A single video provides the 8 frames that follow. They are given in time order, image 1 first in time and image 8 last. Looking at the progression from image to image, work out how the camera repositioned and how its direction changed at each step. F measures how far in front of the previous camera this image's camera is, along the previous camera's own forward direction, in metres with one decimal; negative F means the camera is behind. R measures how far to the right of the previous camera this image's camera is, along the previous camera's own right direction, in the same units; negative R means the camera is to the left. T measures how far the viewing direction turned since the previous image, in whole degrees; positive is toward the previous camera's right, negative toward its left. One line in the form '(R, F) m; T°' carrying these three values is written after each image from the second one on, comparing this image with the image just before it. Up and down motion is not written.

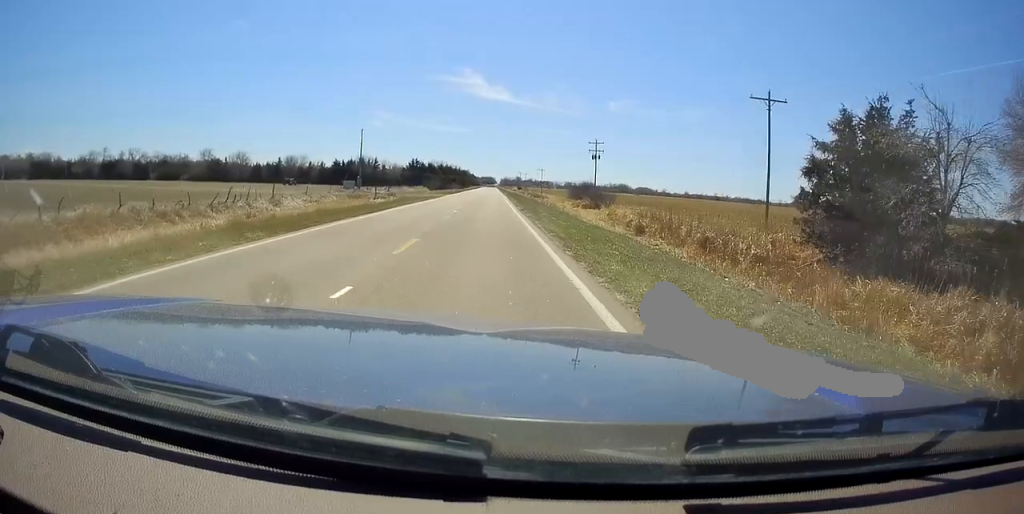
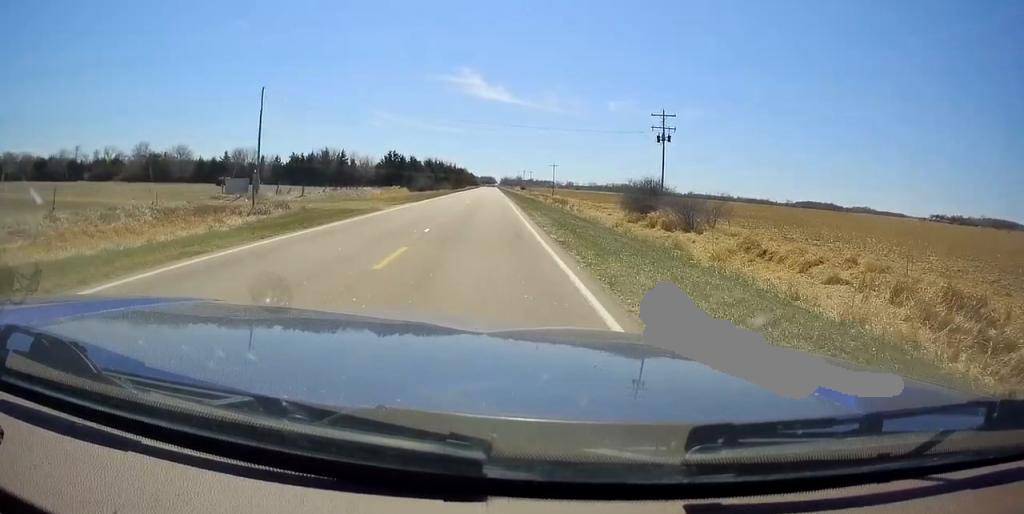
(-0.3, +37.5) m; -1°
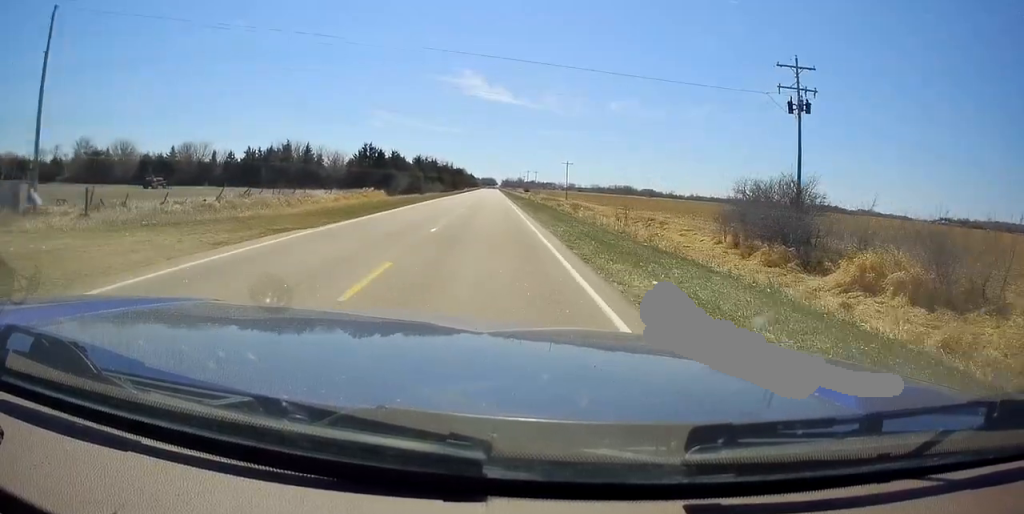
(-0.1, +26.2) m; 0°
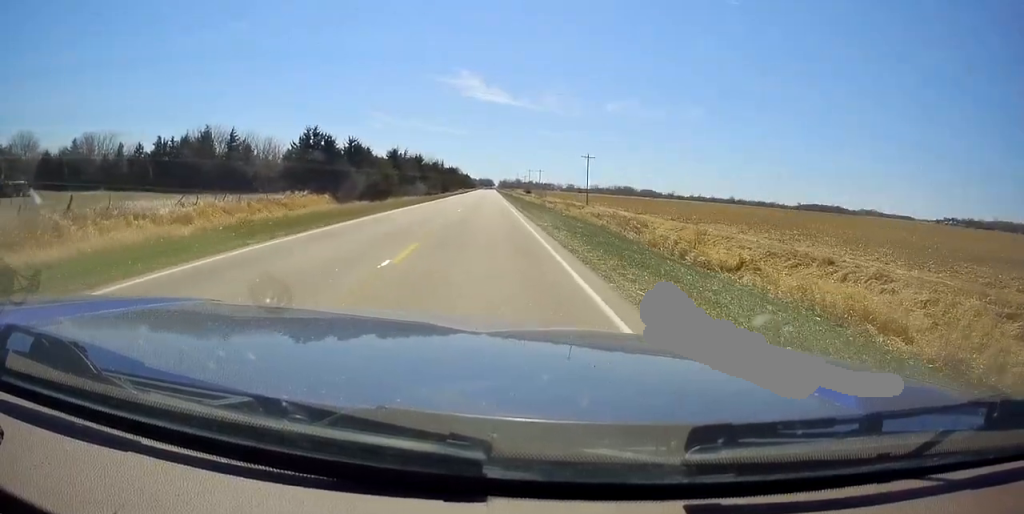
(-0.4, +31.3) m; -1°
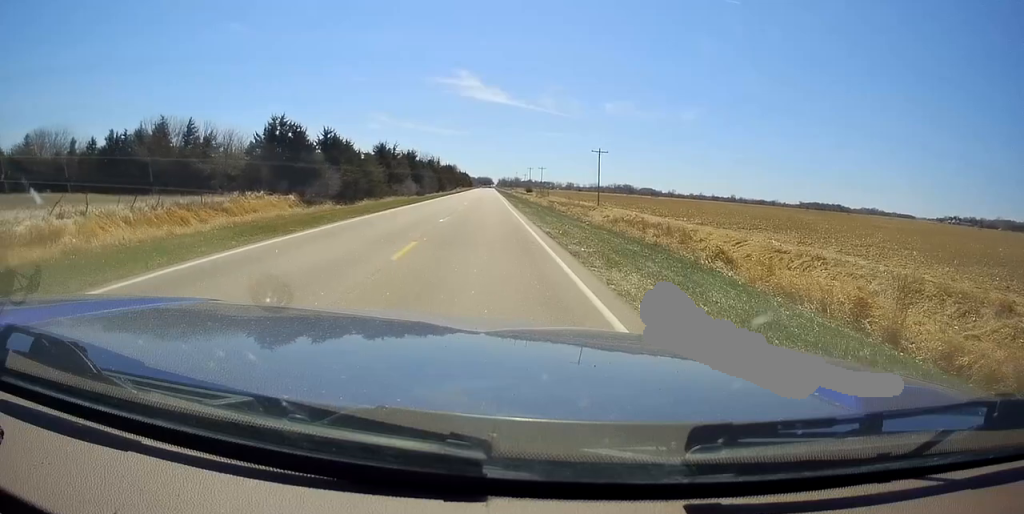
(-0.1, +11.4) m; 0°
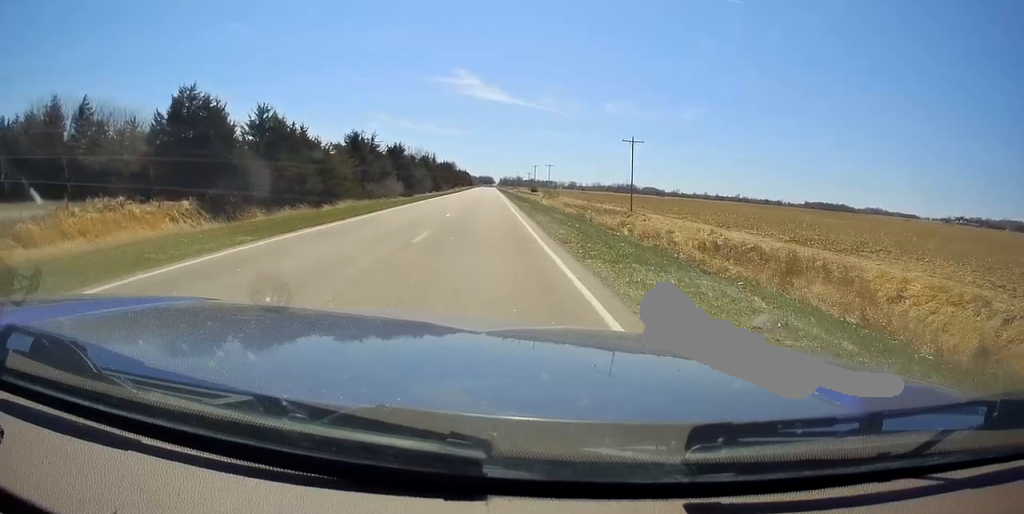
(+0.6, +20.0) m; +2°
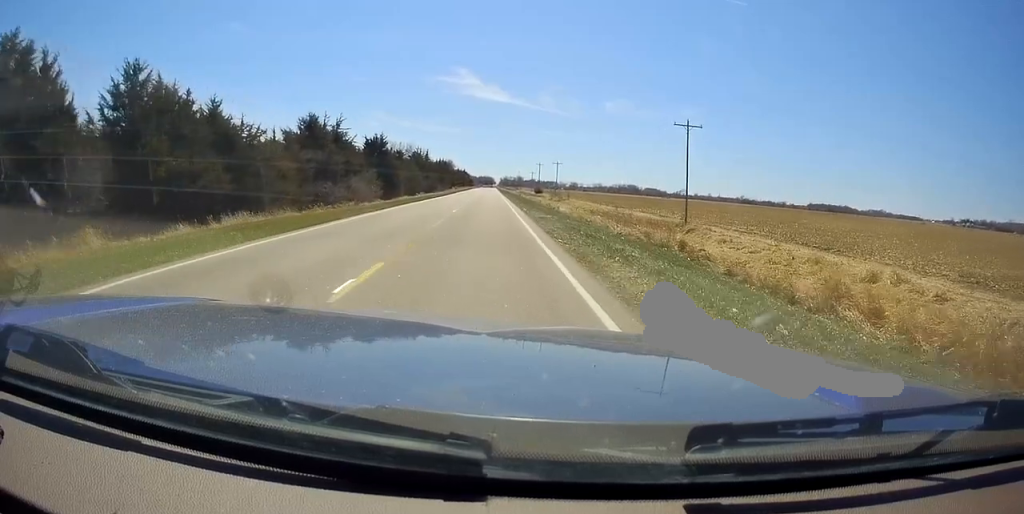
(0.0, +19.4) m; 0°
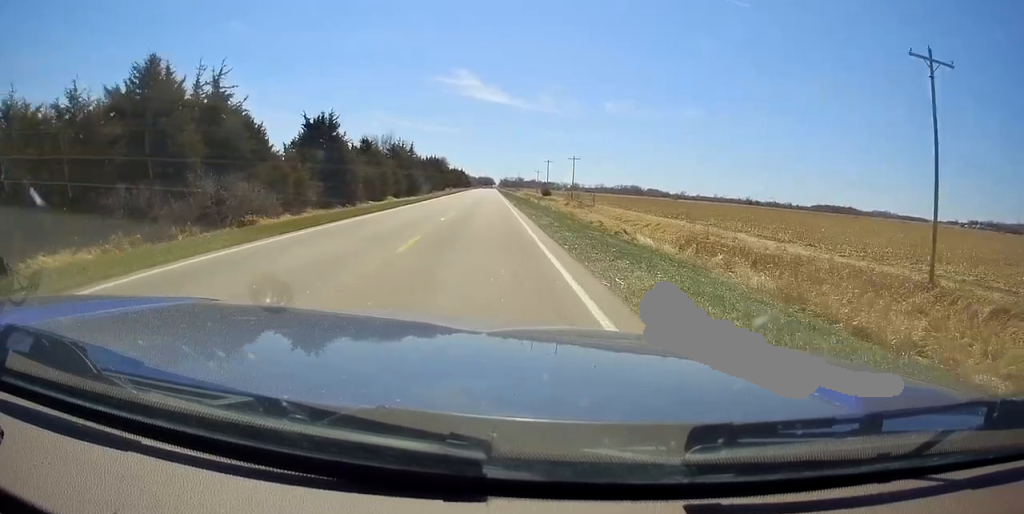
(0.0, +29.9) m; -1°
